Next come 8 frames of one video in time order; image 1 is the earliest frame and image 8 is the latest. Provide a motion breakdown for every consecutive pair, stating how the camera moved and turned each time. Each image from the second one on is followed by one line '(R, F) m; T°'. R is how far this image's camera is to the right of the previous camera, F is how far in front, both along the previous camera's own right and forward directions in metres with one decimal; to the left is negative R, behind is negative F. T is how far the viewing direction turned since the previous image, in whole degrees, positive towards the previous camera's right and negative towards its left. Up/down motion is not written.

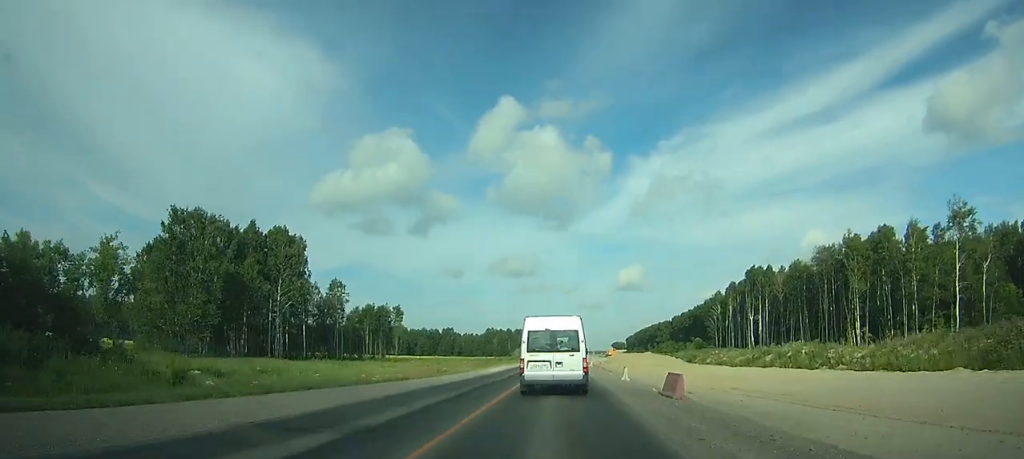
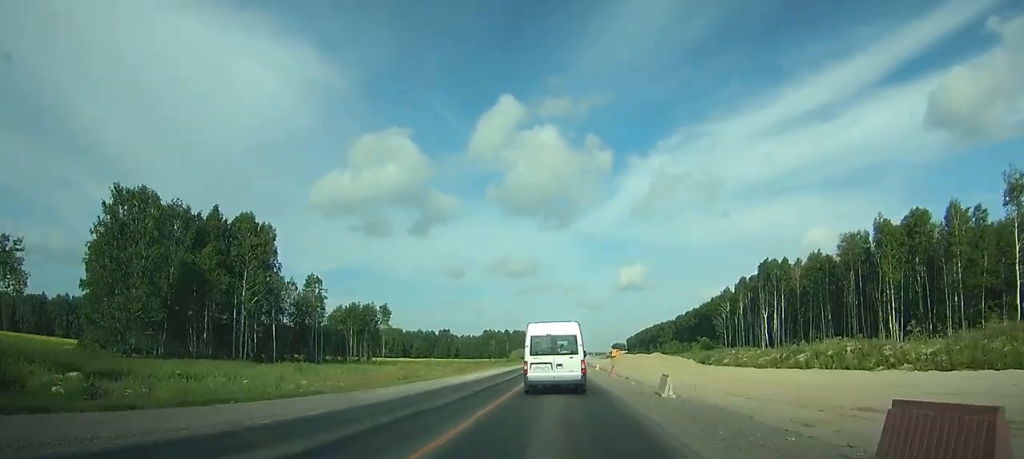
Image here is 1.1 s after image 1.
(-0.1, +14.3) m; 0°
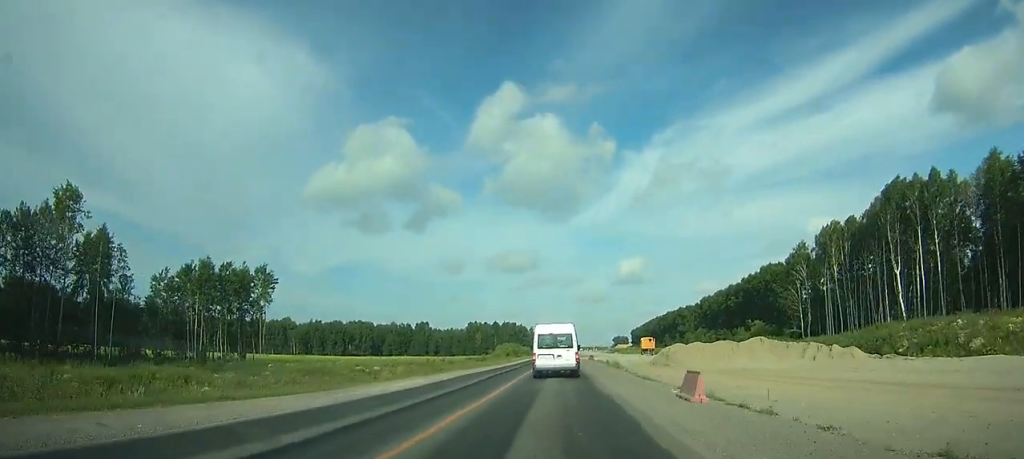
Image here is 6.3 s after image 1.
(-0.6, +72.0) m; 0°
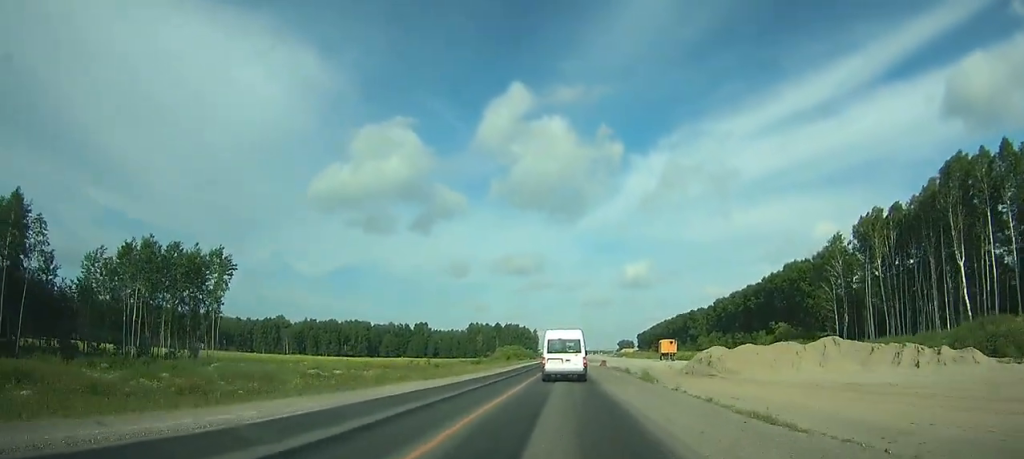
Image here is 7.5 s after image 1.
(0.0, +15.8) m; 0°
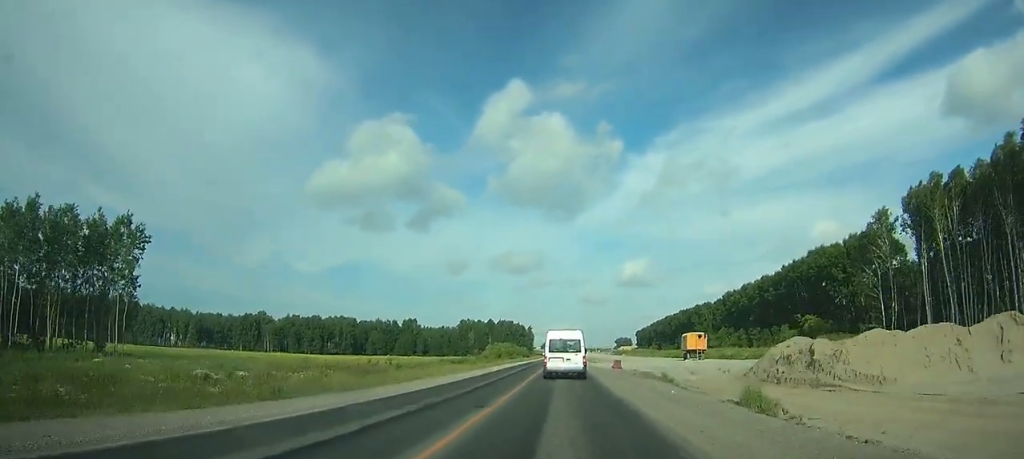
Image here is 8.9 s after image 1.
(+0.1, +20.1) m; 0°
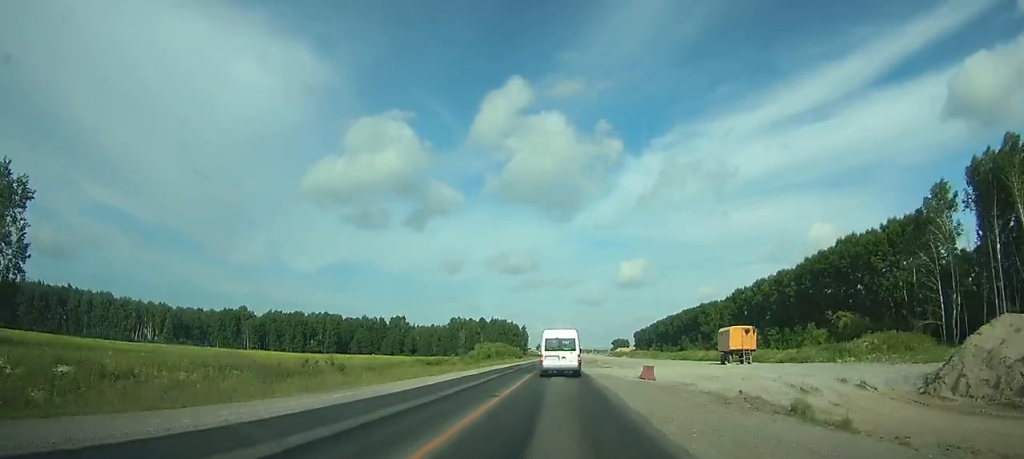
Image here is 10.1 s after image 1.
(0.0, +18.9) m; 0°
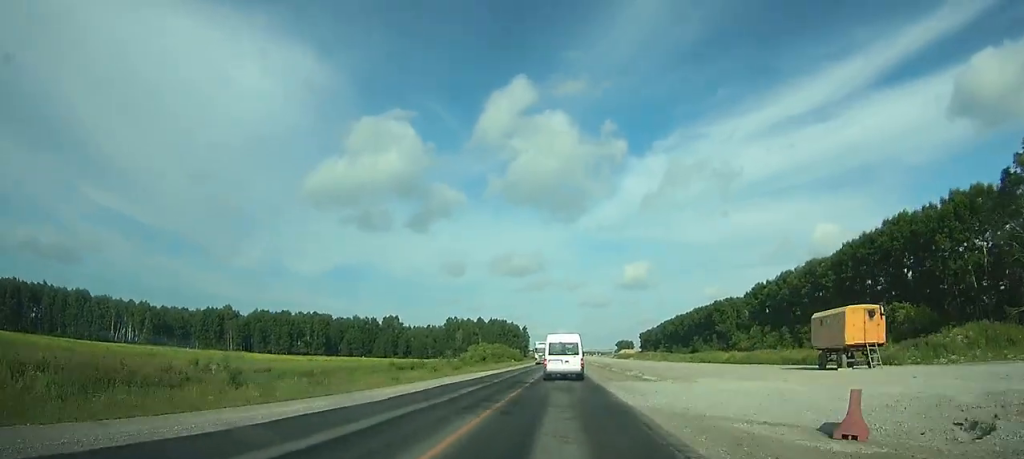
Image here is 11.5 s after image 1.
(0.0, +21.9) m; 0°
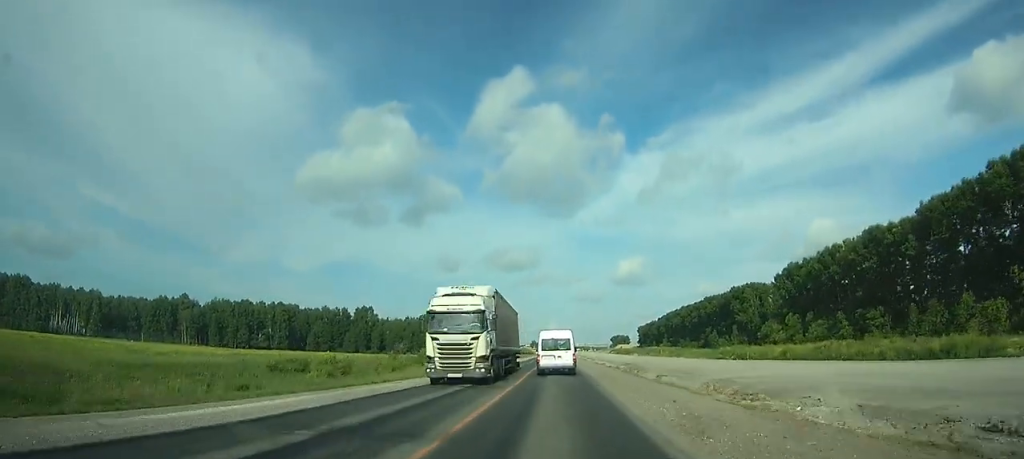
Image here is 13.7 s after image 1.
(+0.1, +38.1) m; 0°
